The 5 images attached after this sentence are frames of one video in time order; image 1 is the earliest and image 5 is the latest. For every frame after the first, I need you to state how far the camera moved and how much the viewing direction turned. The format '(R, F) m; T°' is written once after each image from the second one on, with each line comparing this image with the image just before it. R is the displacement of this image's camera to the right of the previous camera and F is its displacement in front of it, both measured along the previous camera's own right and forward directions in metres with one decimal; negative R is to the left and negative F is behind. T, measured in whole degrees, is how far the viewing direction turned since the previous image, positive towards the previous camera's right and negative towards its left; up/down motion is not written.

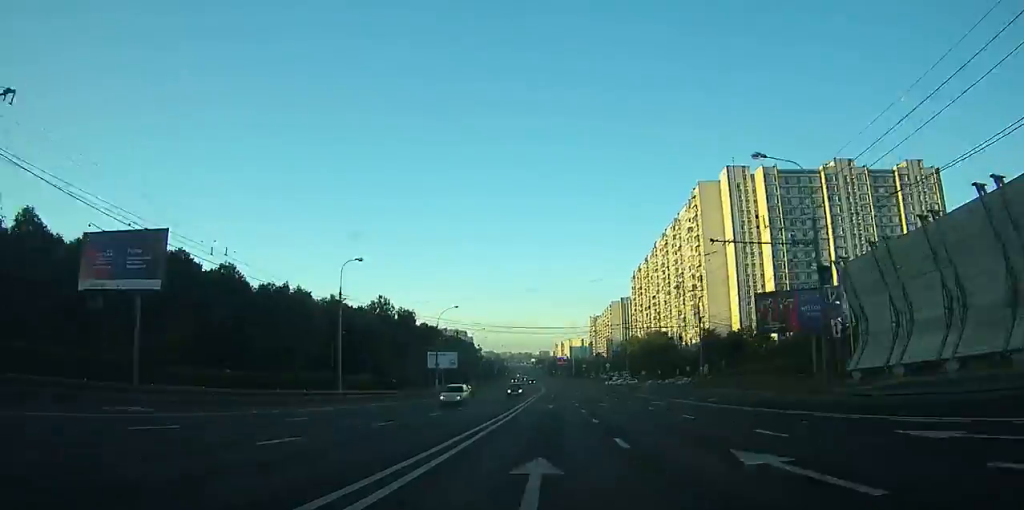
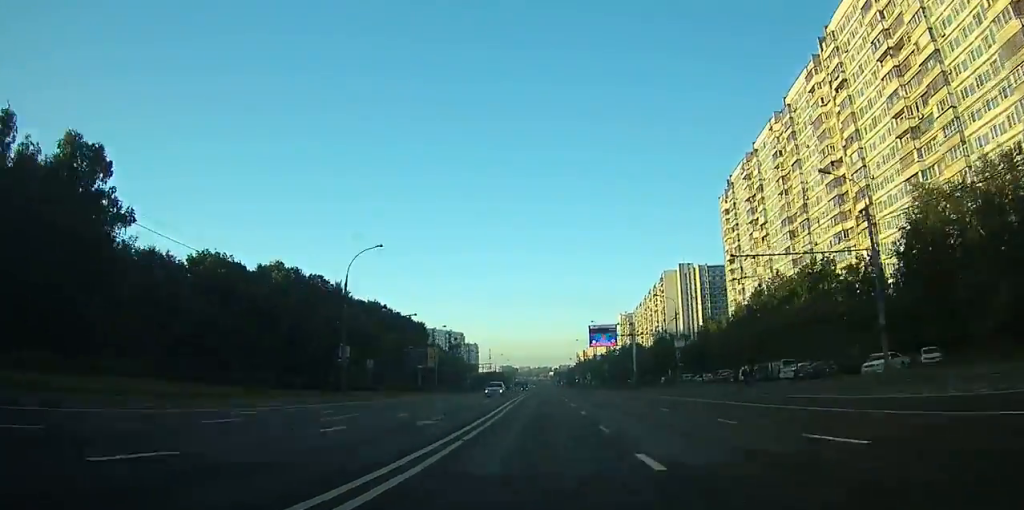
(-1.3, +161.2) m; -1°
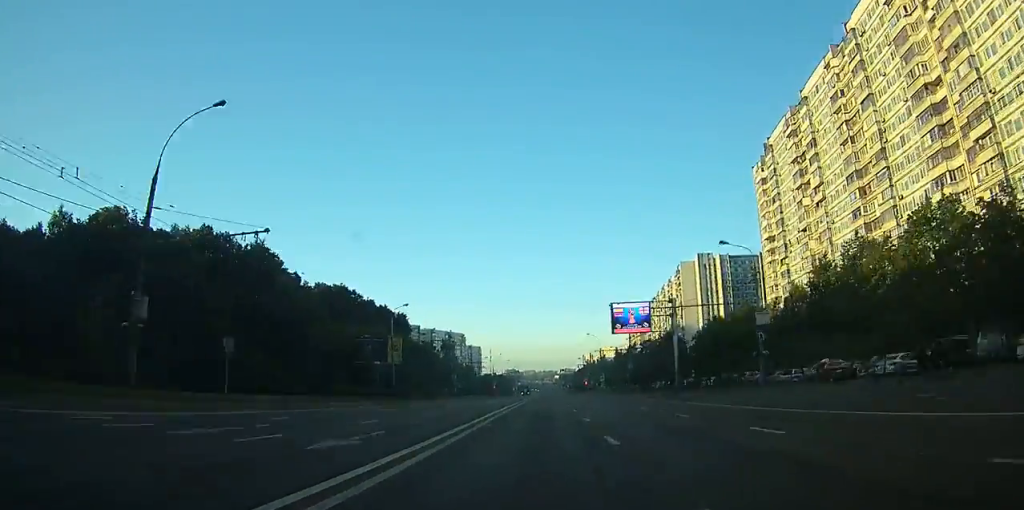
(-0.2, +27.2) m; 0°
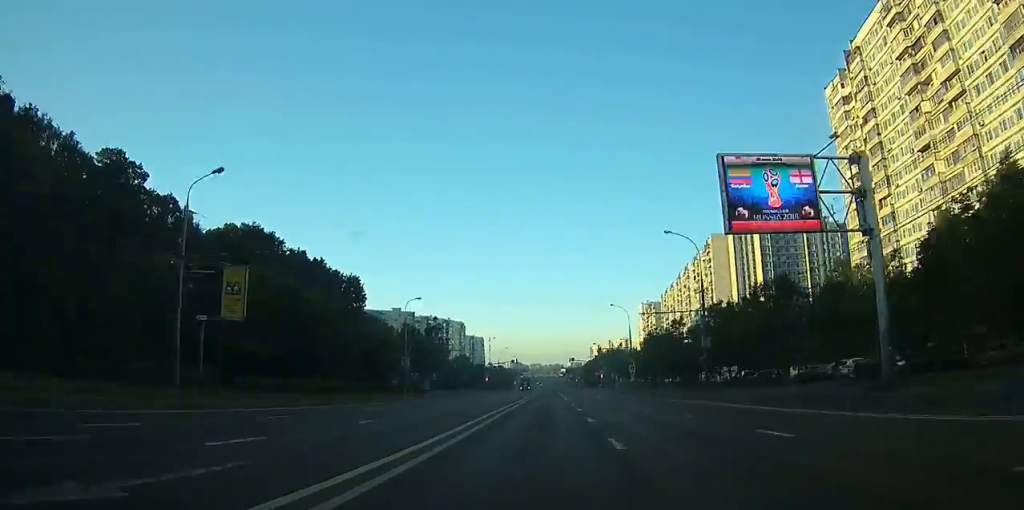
(-0.1, +38.8) m; 0°
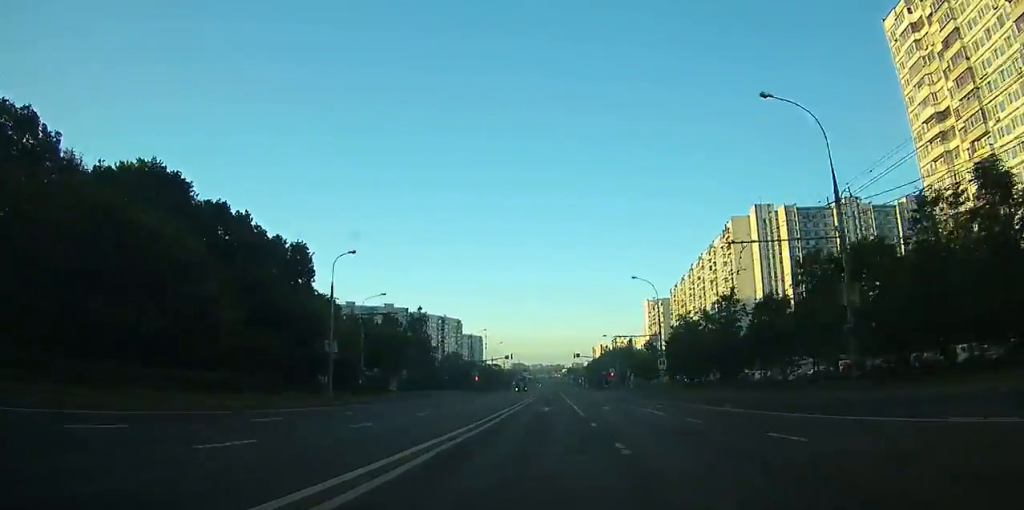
(0.0, +23.9) m; 0°
